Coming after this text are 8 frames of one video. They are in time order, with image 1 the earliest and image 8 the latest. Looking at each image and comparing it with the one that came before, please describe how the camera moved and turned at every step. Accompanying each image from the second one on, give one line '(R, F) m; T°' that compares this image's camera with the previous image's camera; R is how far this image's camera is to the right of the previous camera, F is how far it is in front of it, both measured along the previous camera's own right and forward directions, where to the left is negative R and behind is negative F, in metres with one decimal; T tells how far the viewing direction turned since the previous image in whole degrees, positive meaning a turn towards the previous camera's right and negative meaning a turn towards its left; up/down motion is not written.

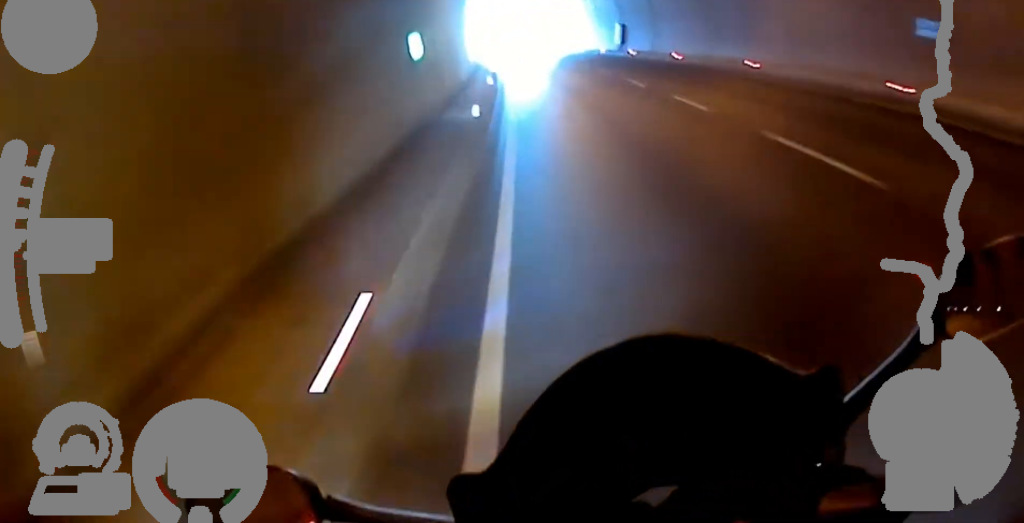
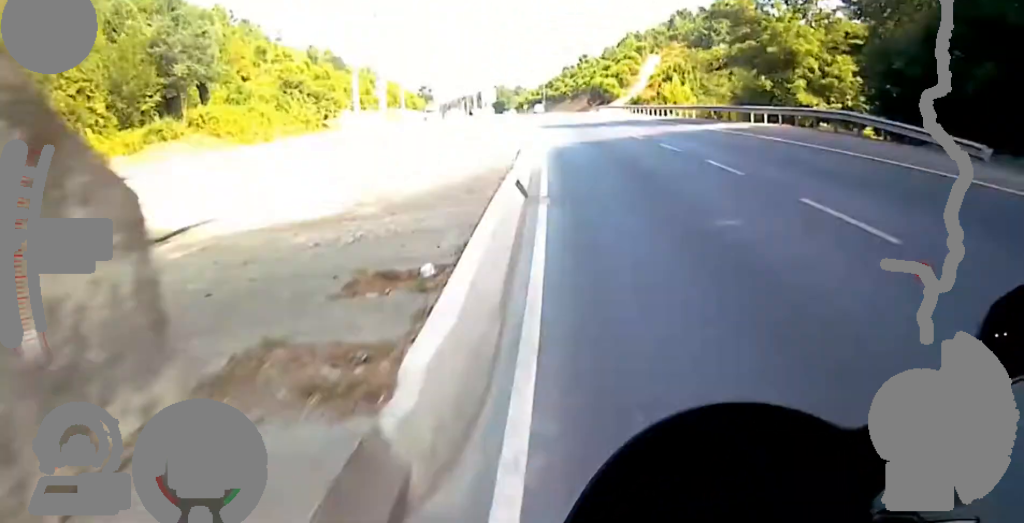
(-8.6, +85.7) m; -10°
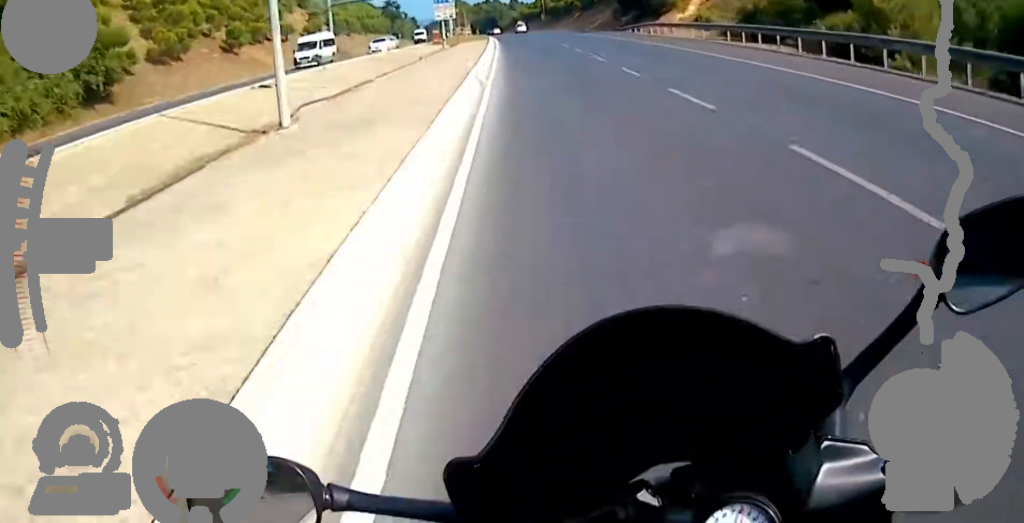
(-4.1, +42.6) m; -16°
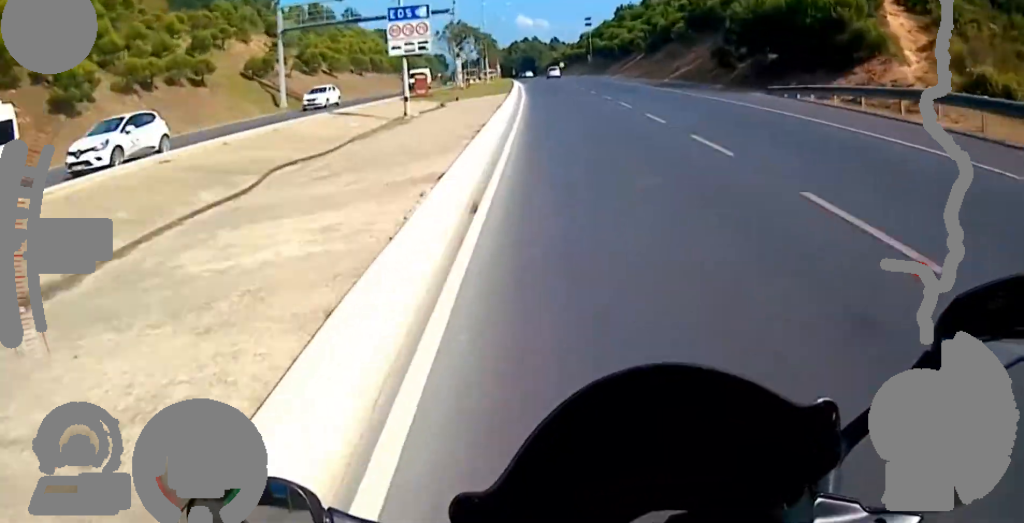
(-4.3, +26.9) m; -9°
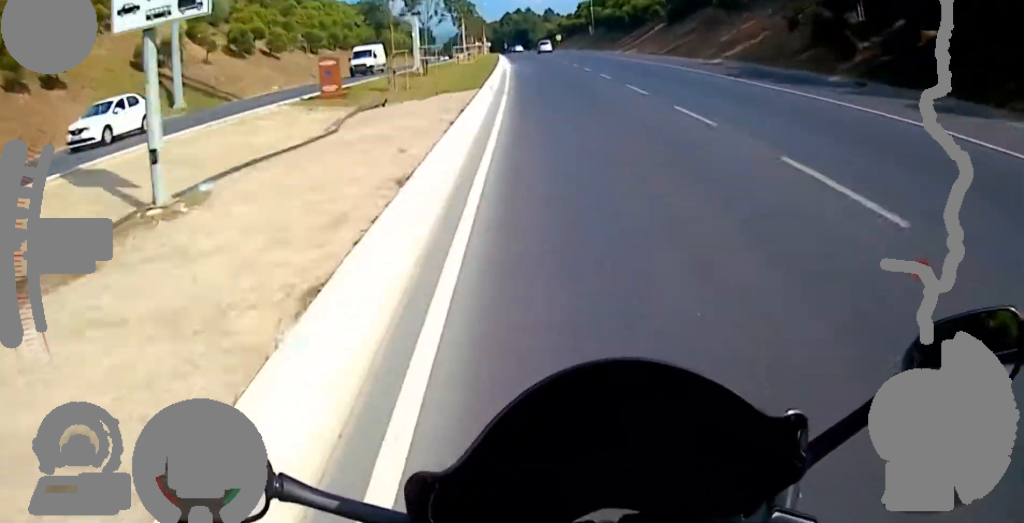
(-0.5, +16.9) m; -1°
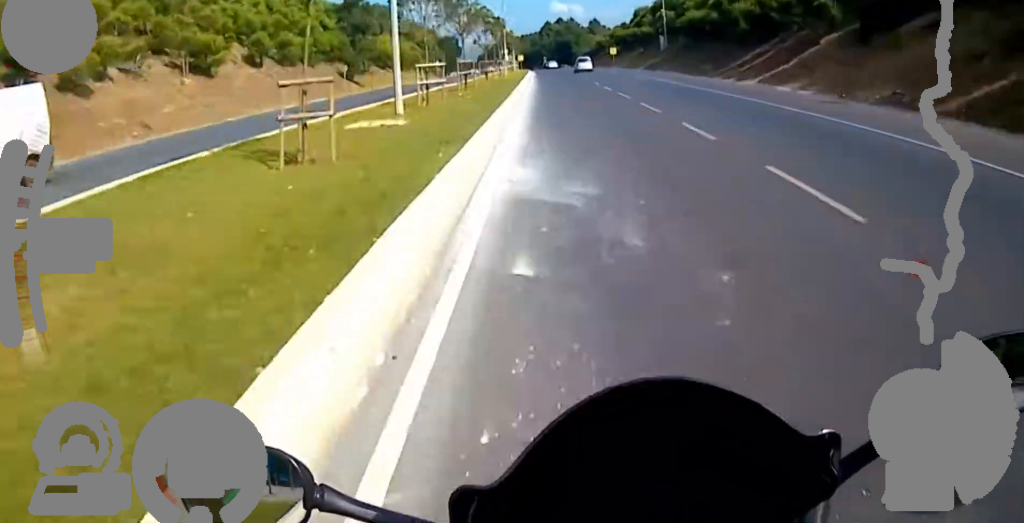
(-0.4, +34.2) m; -1°
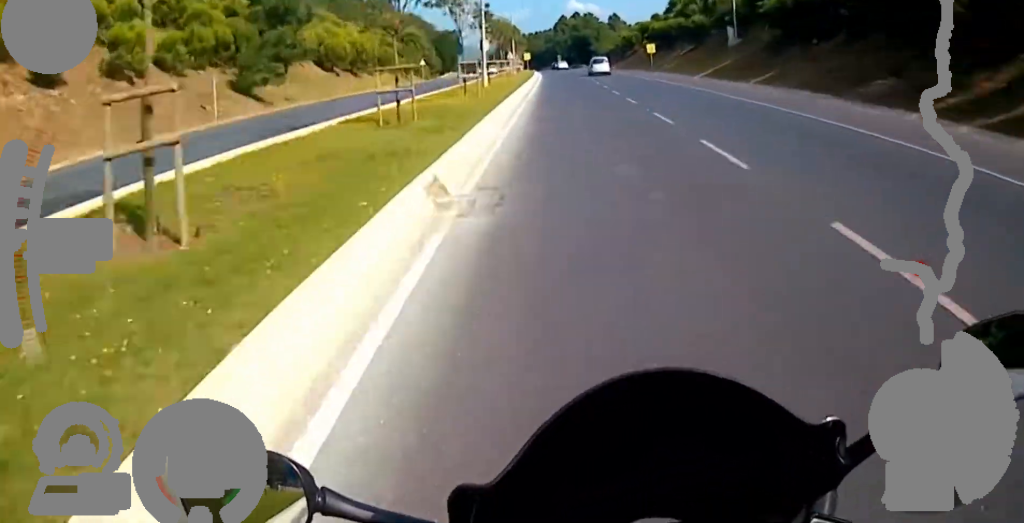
(0.0, +29.3) m; 0°
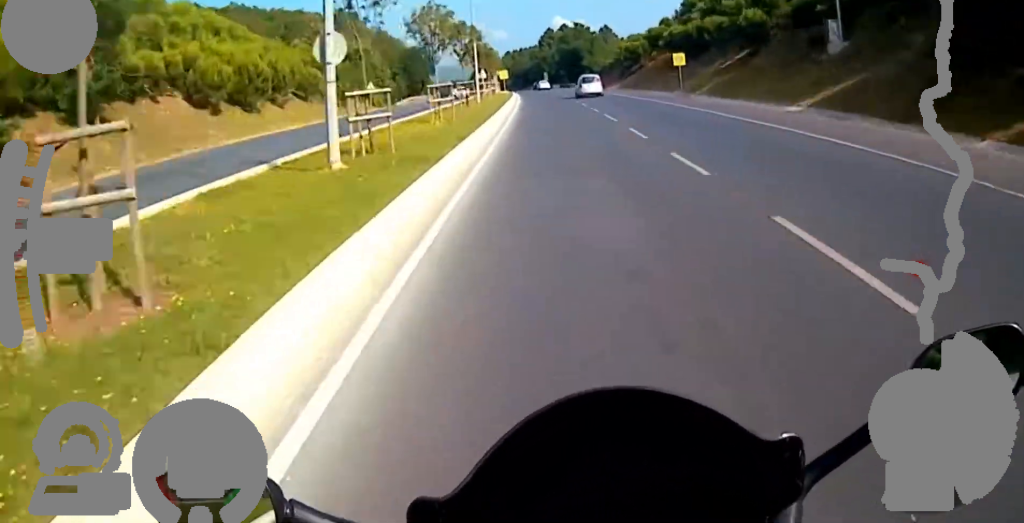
(0.0, +22.3) m; 0°
